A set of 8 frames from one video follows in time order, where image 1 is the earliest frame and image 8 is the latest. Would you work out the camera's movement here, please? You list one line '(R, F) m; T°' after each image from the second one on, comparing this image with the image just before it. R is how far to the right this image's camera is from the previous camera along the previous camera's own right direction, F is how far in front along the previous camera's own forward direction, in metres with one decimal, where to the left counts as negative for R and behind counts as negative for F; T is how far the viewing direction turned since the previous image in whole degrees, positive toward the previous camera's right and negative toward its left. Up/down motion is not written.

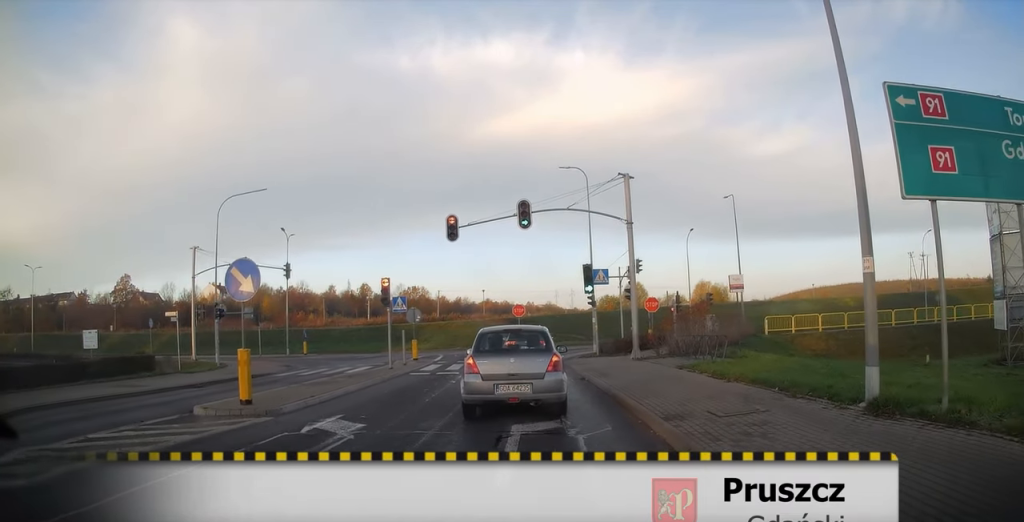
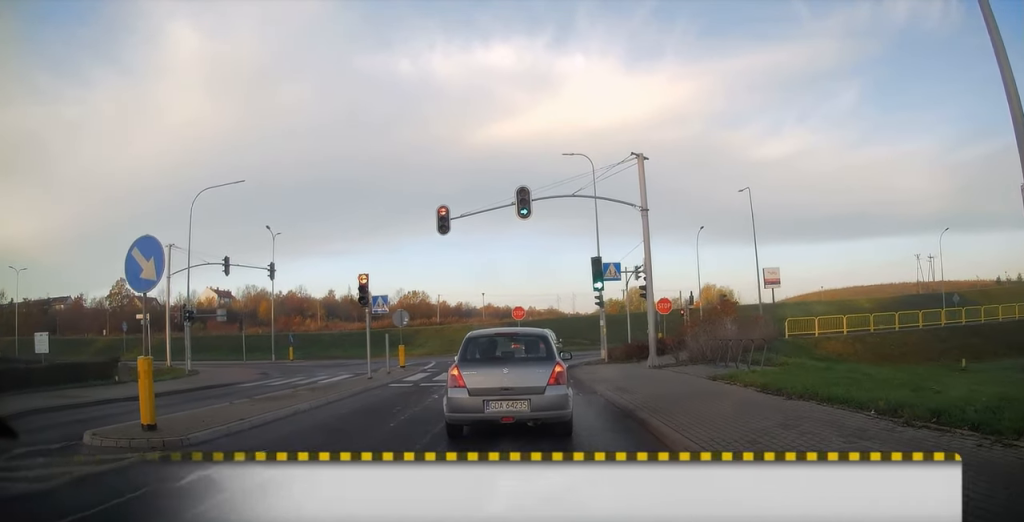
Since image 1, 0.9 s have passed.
(+0.2, +3.3) m; -2°
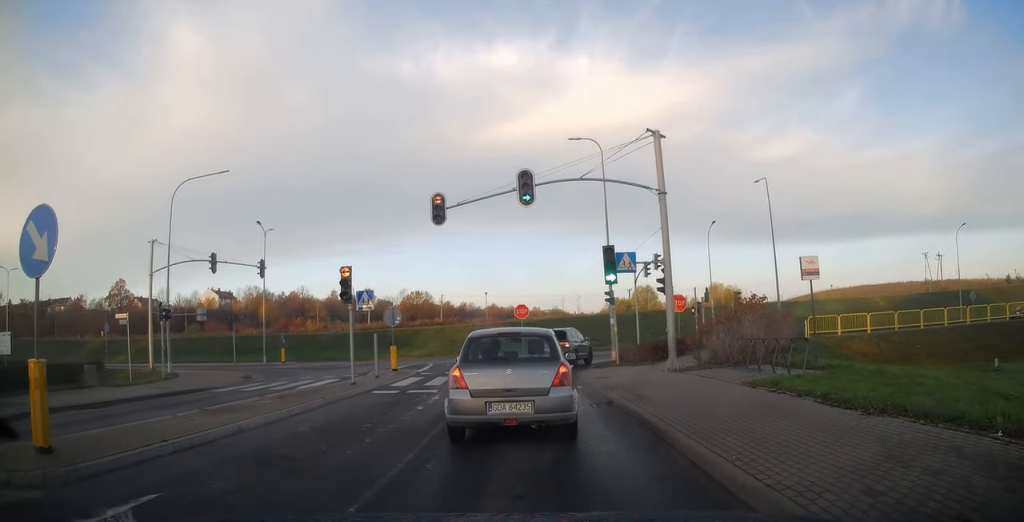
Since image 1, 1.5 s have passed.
(-0.3, +2.2) m; 0°
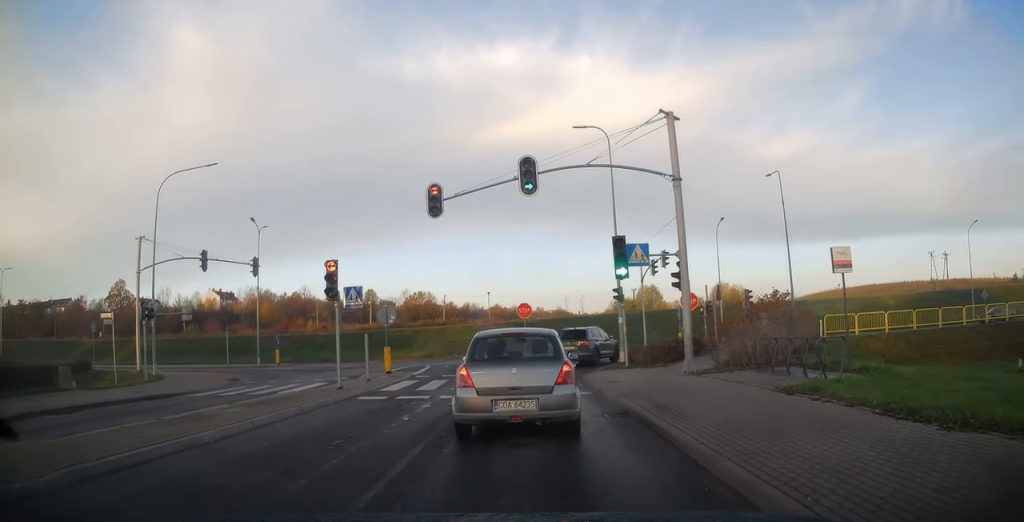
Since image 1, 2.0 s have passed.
(-0.1, +1.5) m; 0°
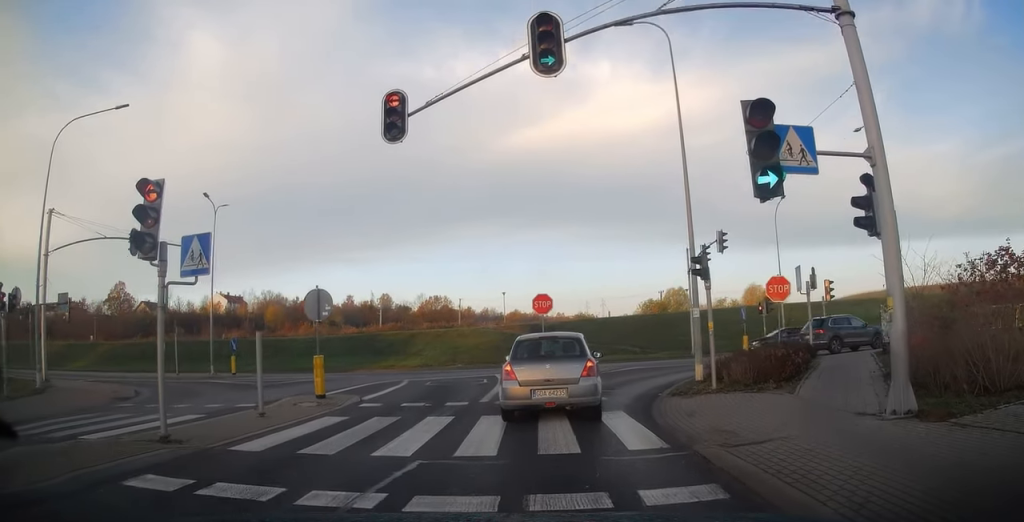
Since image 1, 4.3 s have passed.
(-0.5, +8.6) m; -6°
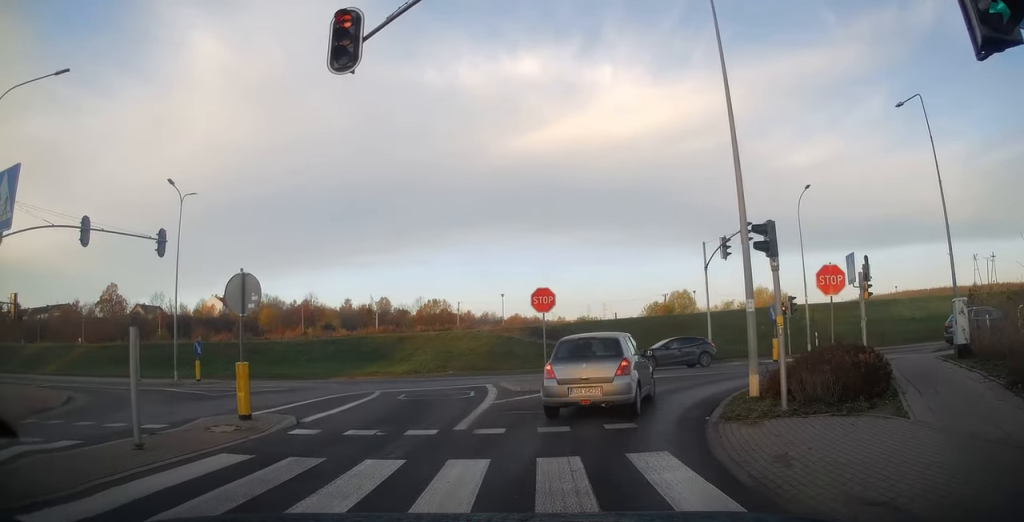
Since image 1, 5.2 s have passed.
(+0.1, +3.7) m; +4°
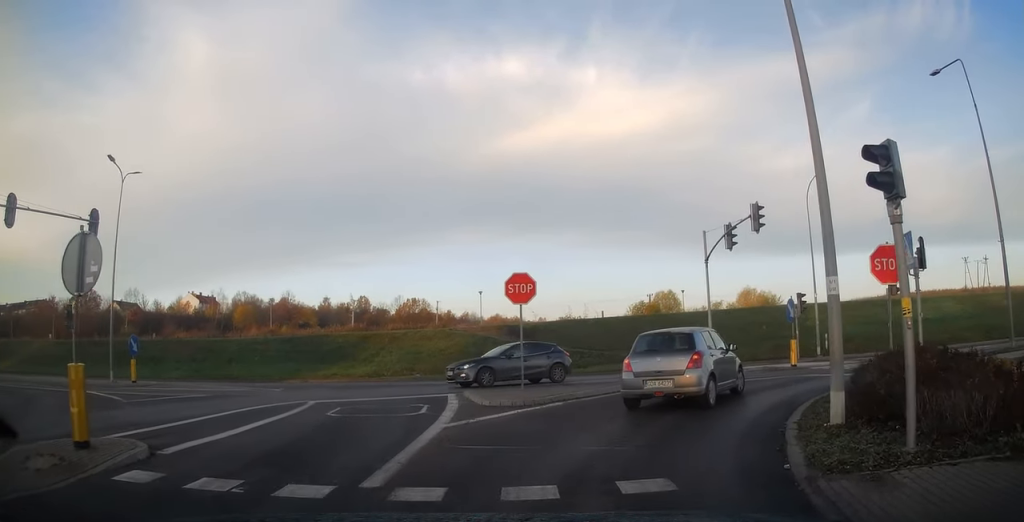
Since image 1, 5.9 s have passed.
(+0.2, +3.8) m; +4°
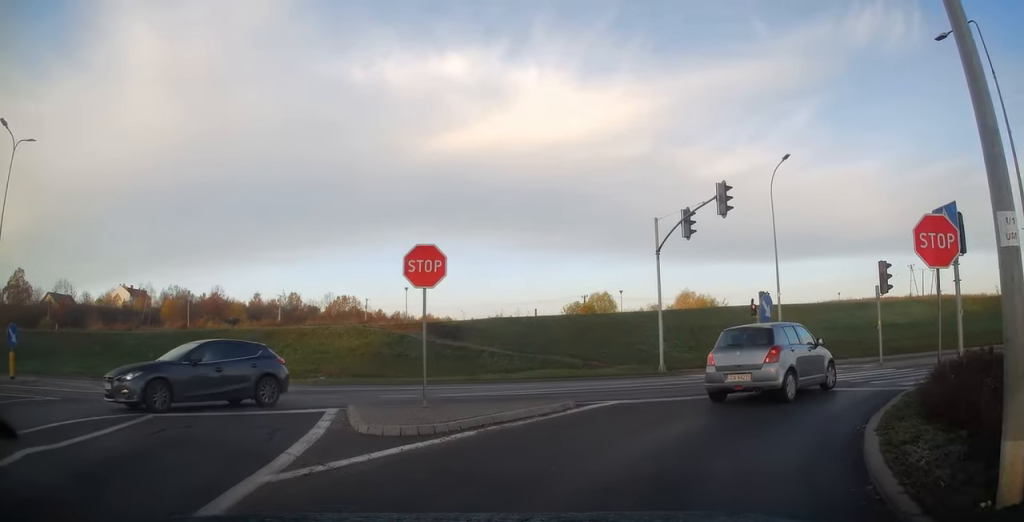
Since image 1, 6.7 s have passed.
(-0.1, +4.1) m; +8°
